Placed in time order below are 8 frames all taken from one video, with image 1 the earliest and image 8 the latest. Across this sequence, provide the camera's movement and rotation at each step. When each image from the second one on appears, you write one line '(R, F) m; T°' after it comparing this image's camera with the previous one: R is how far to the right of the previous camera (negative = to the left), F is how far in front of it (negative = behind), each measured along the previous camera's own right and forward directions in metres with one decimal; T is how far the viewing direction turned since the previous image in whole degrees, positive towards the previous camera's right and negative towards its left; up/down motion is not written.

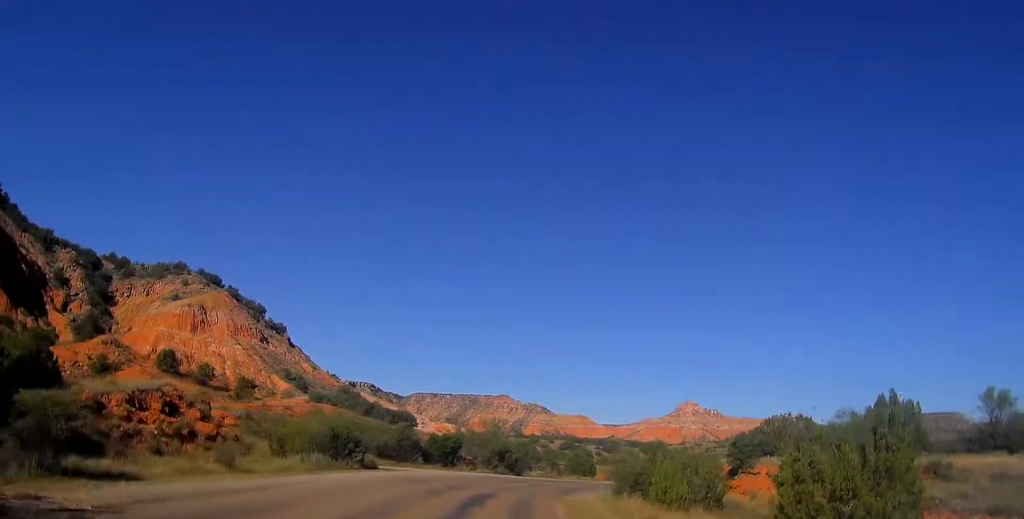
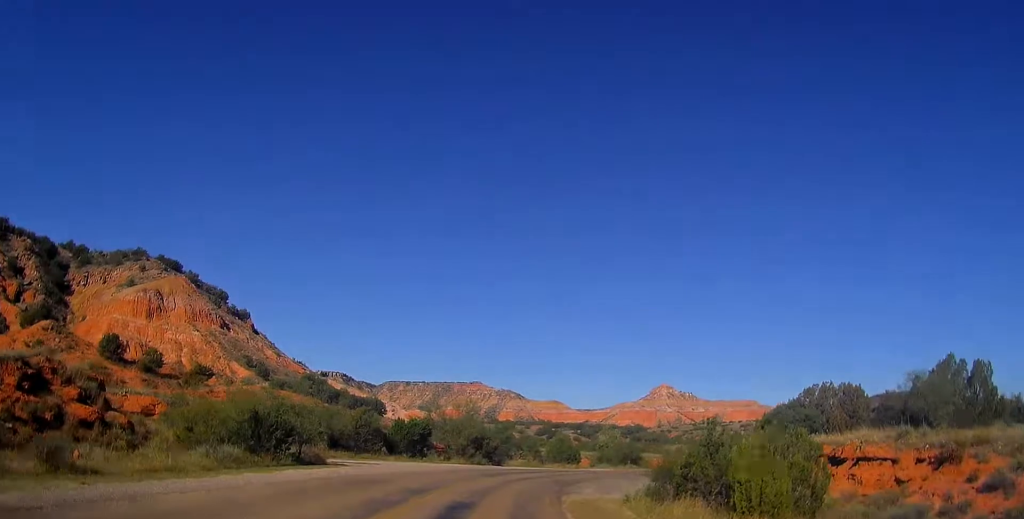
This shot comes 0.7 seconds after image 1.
(+0.1, +8.6) m; +2°
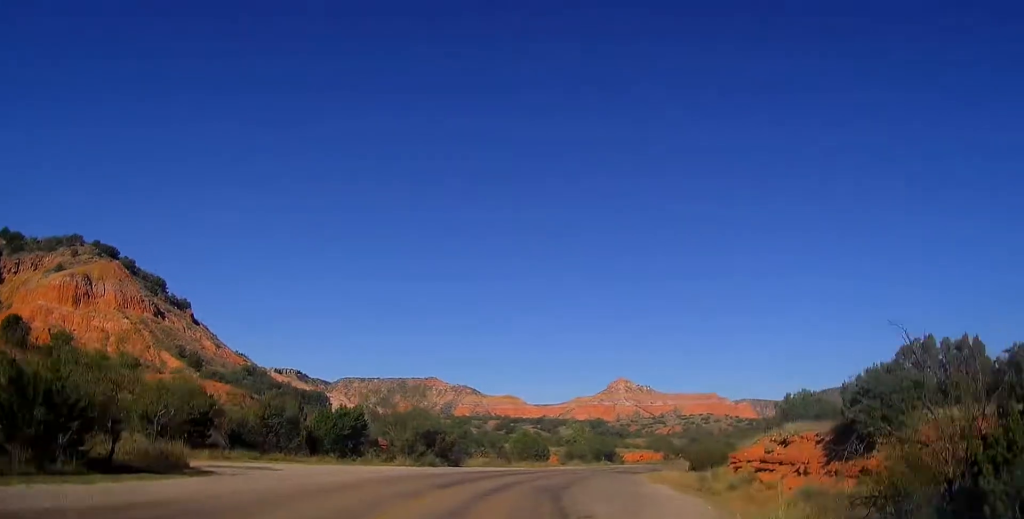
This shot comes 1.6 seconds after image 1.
(+0.5, +12.4) m; +4°
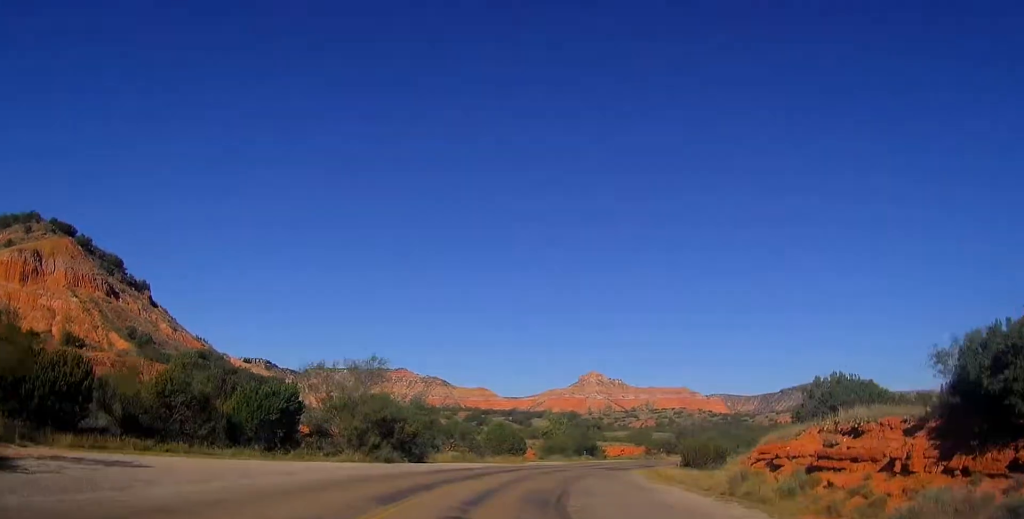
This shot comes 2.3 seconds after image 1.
(+0.3, +8.1) m; +2°
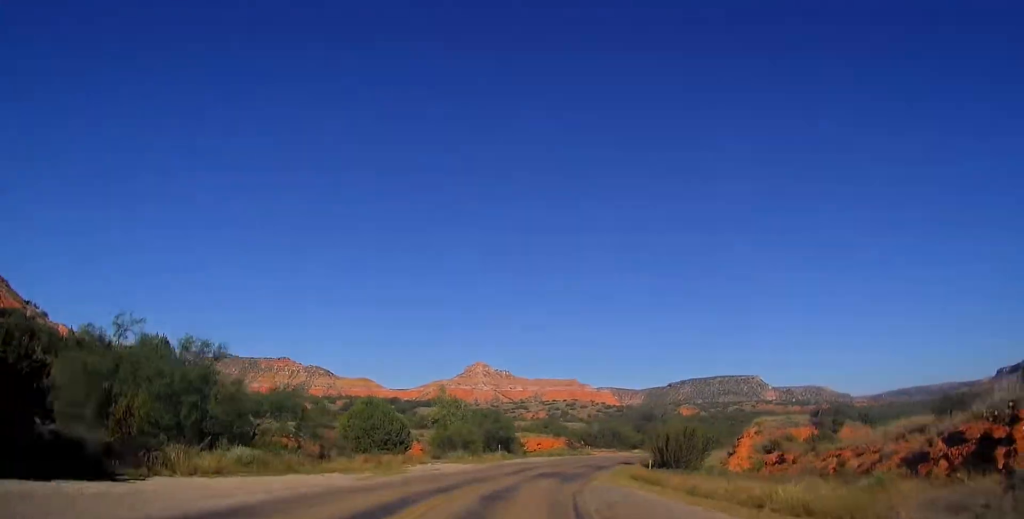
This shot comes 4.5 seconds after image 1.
(+2.4, +28.3) m; +11°
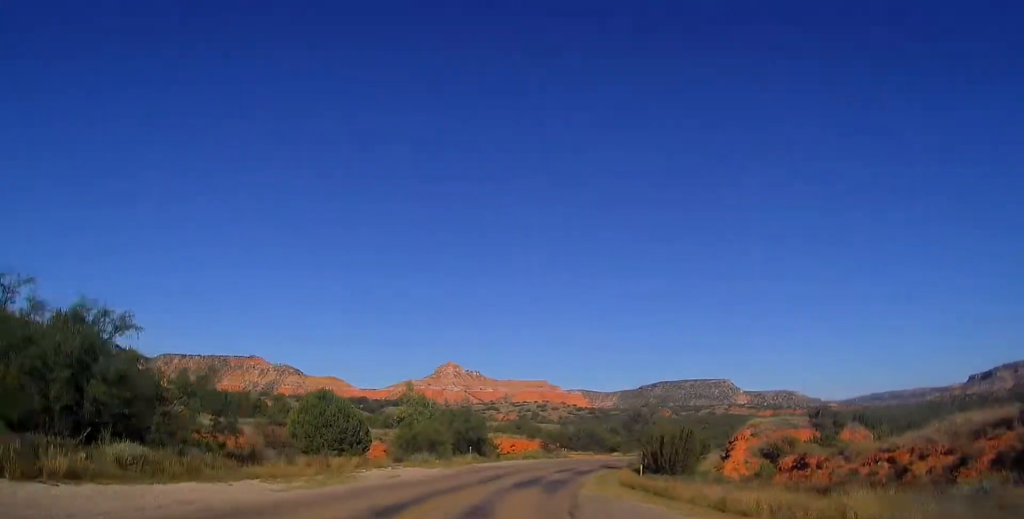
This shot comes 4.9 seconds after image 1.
(+0.1, +5.8) m; +1°
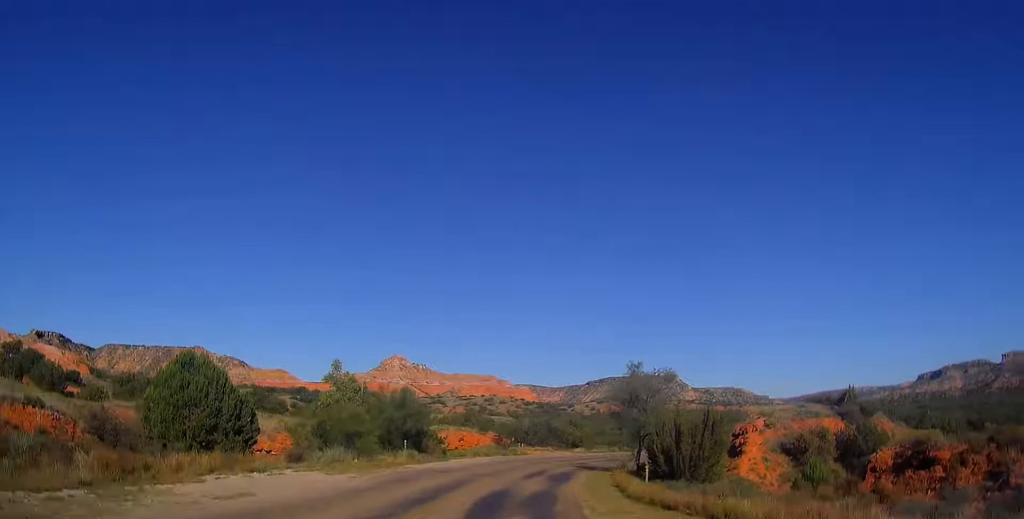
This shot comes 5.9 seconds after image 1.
(+0.3, +13.3) m; +4°
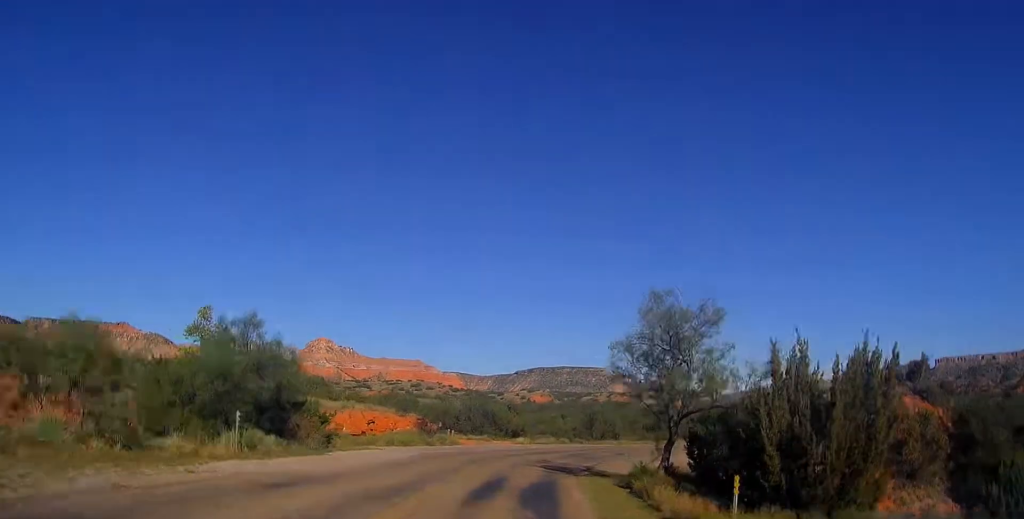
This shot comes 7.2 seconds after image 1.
(+1.0, +17.4) m; +9°
